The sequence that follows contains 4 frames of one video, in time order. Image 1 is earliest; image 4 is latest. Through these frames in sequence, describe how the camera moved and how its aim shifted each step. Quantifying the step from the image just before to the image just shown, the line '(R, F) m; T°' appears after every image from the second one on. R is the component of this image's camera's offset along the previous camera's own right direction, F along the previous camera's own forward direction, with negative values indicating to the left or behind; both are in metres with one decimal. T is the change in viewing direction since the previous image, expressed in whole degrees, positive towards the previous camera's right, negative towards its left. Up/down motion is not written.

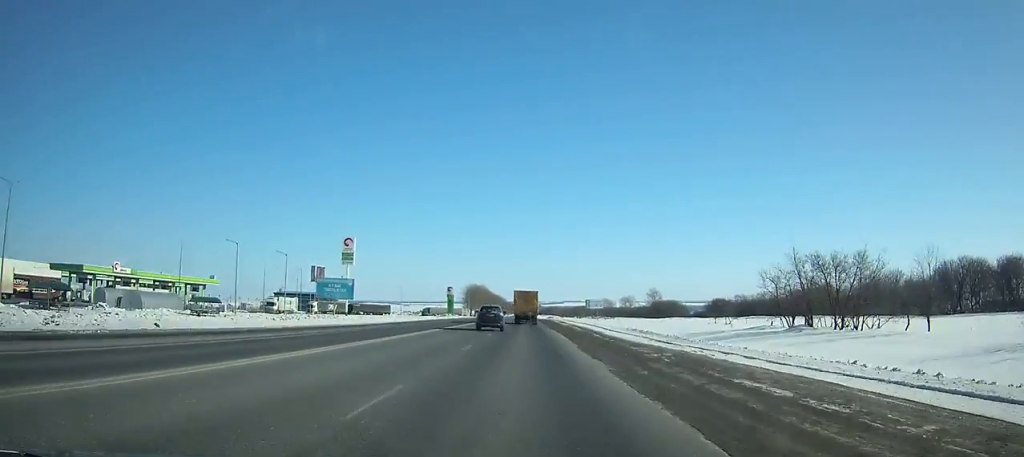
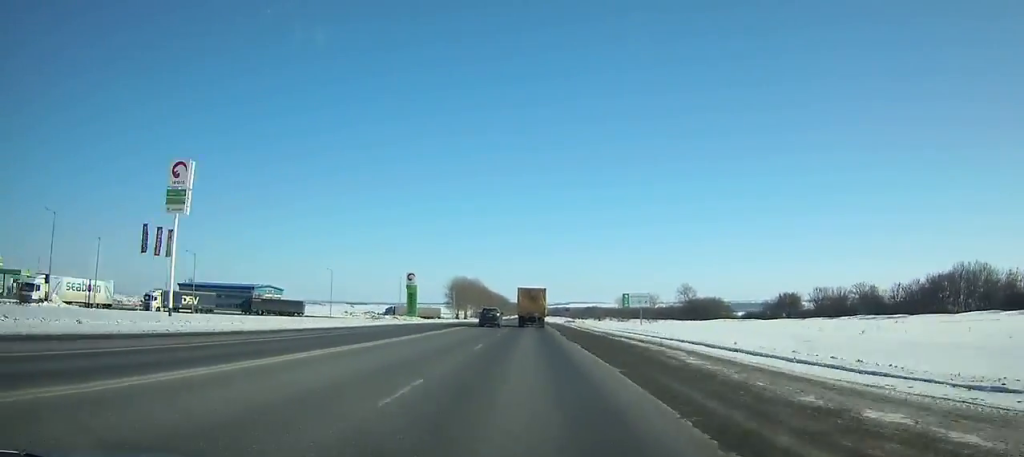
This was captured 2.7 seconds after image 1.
(0.0, +69.4) m; 0°
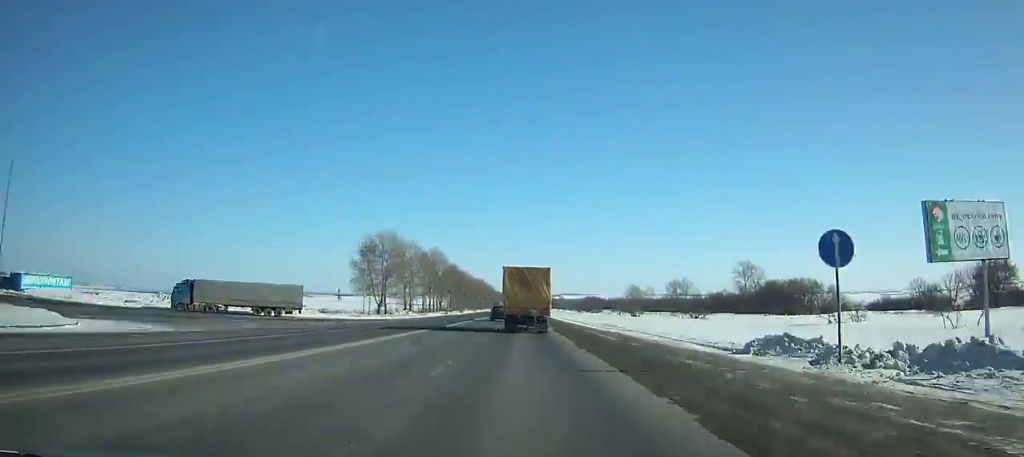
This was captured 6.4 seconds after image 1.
(+0.1, +97.4) m; 0°
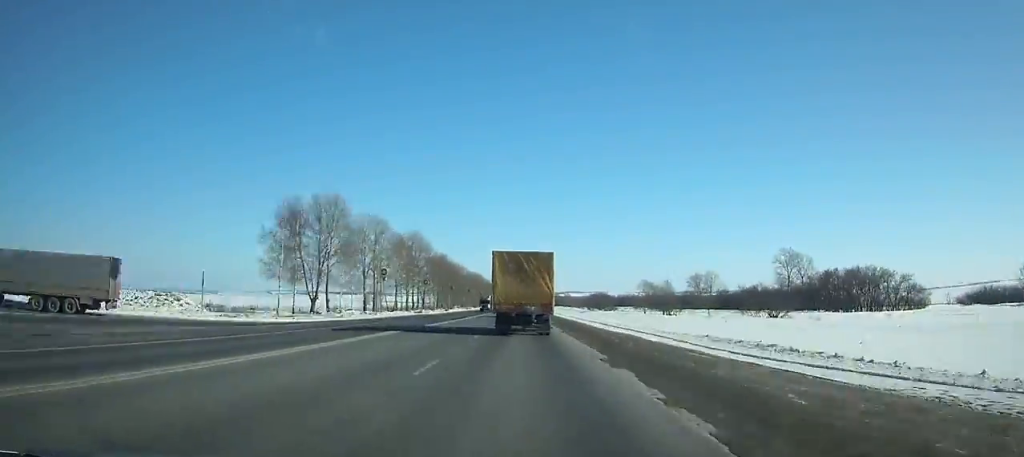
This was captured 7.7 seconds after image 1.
(+0.1, +33.9) m; 0°
